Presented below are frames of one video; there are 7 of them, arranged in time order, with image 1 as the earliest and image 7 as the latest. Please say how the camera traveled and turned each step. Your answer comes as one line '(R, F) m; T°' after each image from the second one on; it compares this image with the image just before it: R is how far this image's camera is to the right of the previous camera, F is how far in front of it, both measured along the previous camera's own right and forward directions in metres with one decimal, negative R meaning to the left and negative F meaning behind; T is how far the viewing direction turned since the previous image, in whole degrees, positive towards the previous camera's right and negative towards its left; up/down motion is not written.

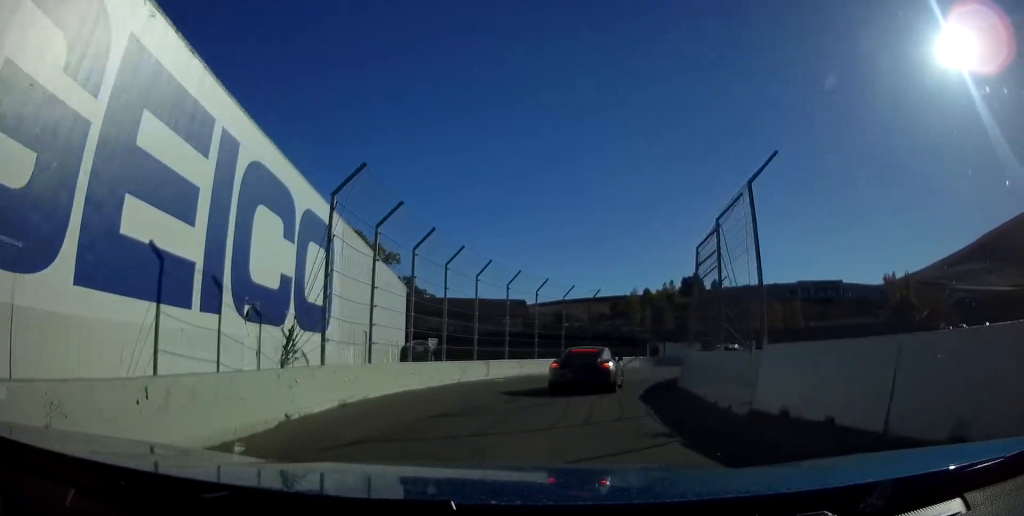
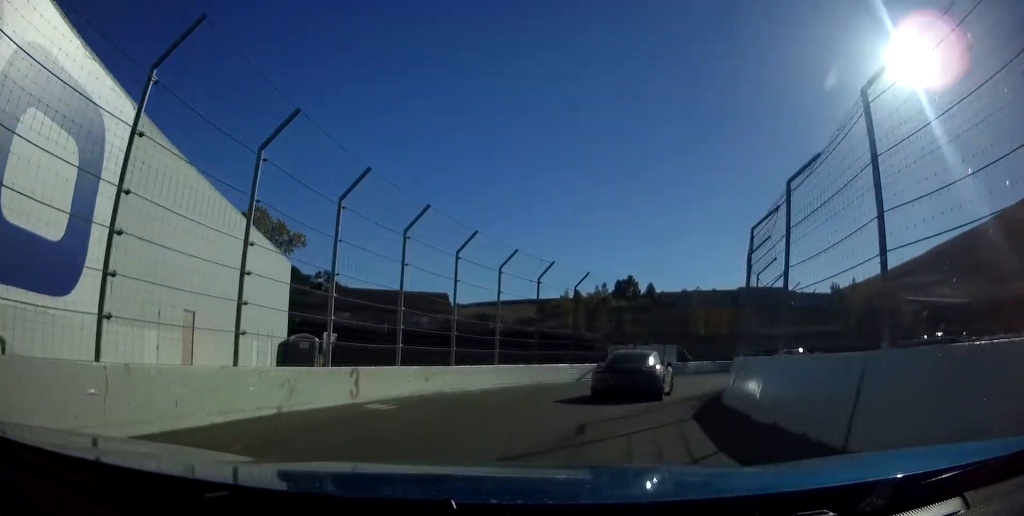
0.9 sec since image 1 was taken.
(+0.5, +11.5) m; +4°
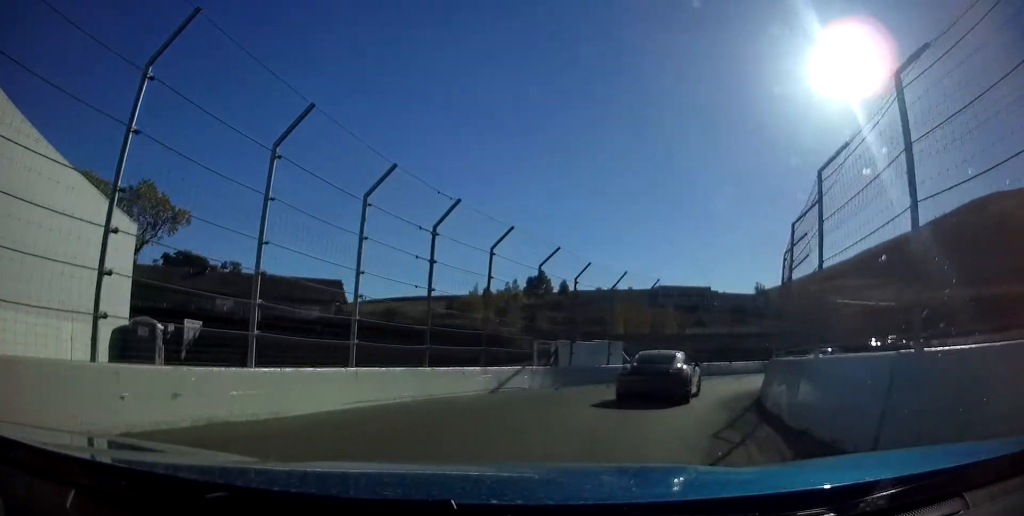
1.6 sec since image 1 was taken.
(+0.3, +8.7) m; +4°
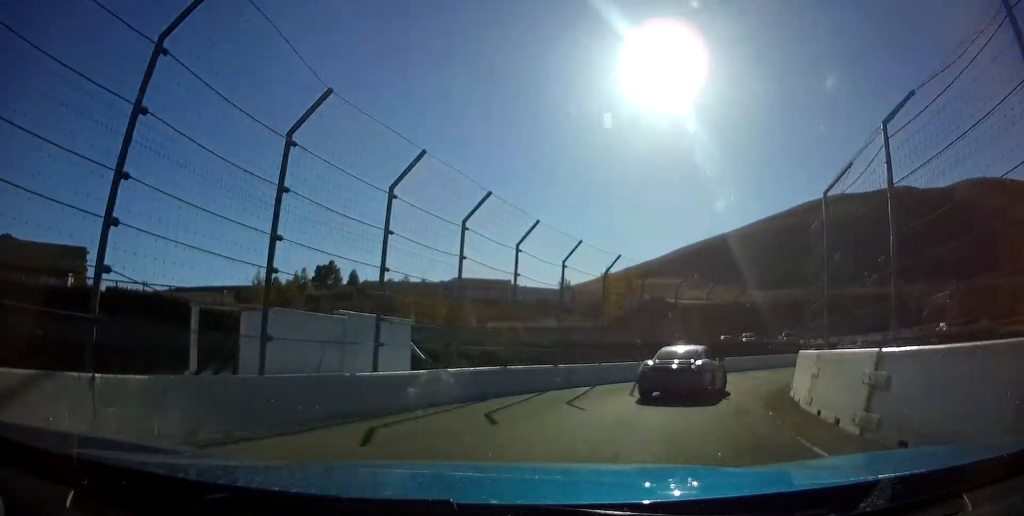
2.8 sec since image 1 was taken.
(+1.1, +13.9) m; +17°
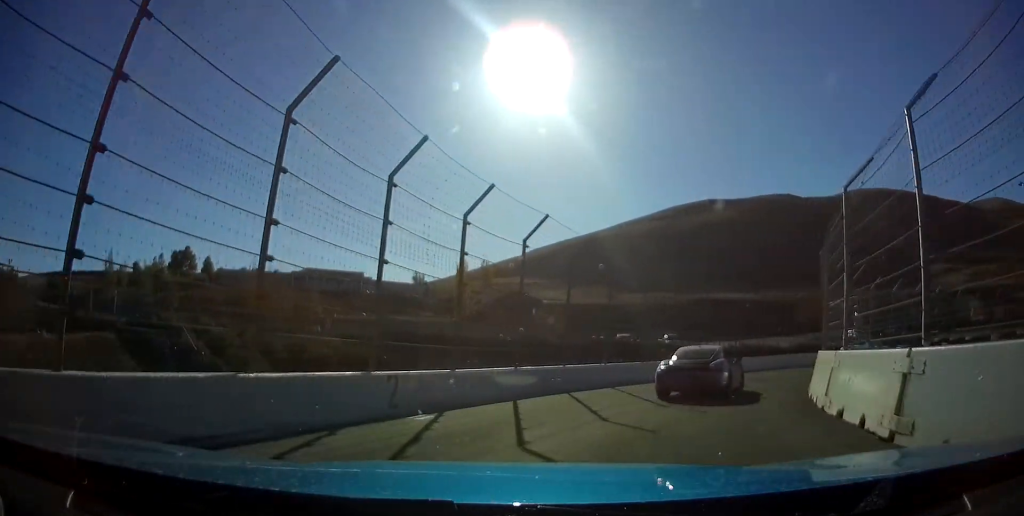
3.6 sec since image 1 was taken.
(+1.0, +8.5) m; +20°
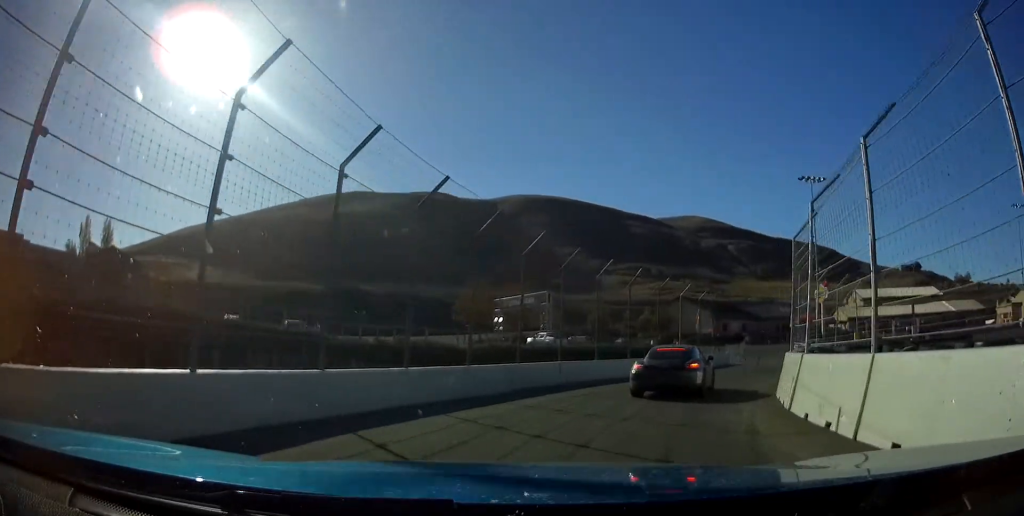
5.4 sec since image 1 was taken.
(+7.3, +17.8) m; +40°
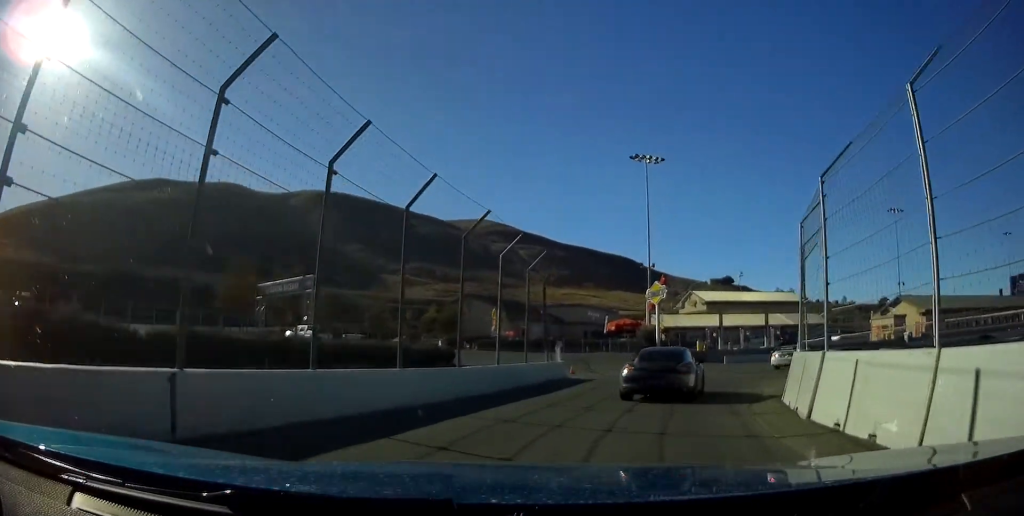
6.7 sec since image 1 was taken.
(+2.8, +15.0) m; +17°
